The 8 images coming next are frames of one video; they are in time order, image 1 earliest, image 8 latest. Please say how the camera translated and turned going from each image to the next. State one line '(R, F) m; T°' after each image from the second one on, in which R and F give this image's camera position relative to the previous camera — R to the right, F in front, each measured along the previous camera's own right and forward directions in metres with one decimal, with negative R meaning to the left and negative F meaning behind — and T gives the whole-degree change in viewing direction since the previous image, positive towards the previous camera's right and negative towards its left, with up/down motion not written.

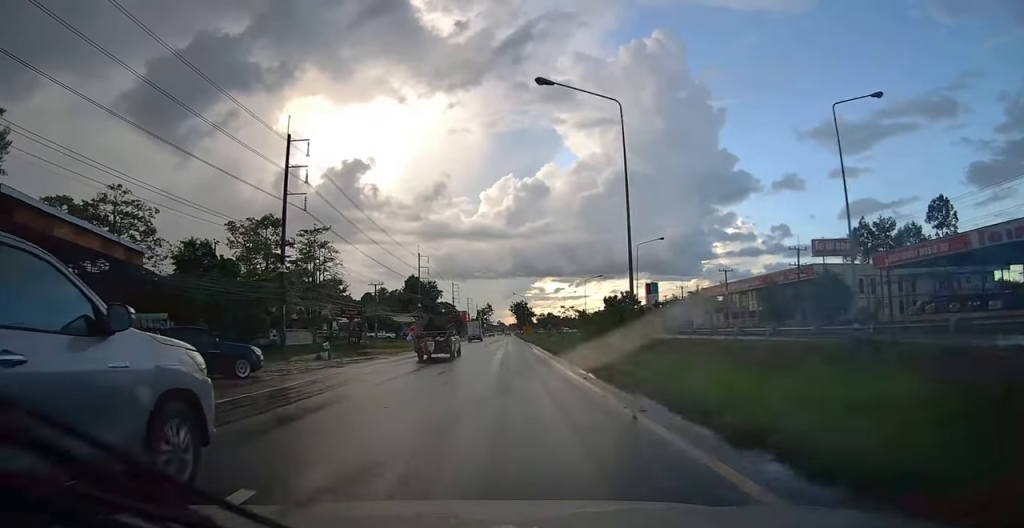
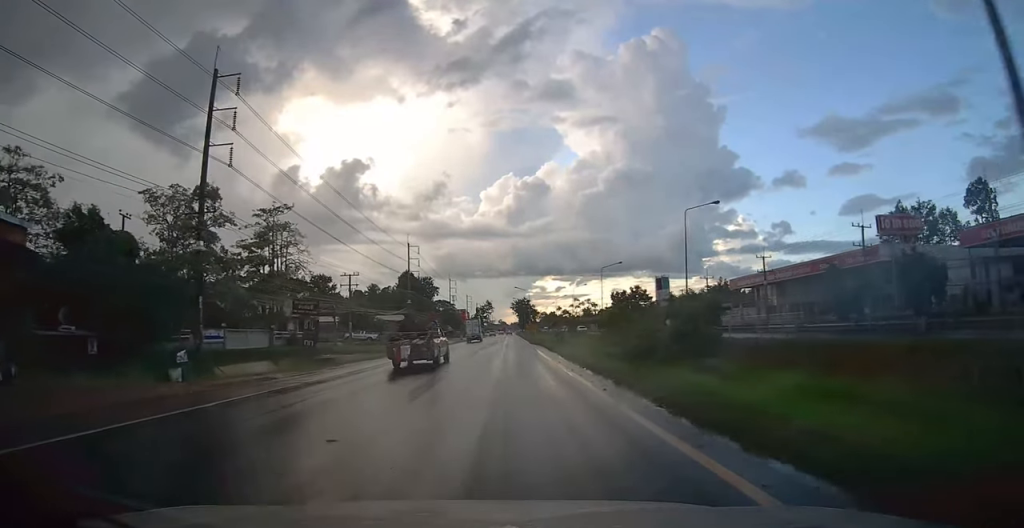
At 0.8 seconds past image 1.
(0.0, +14.6) m; 0°
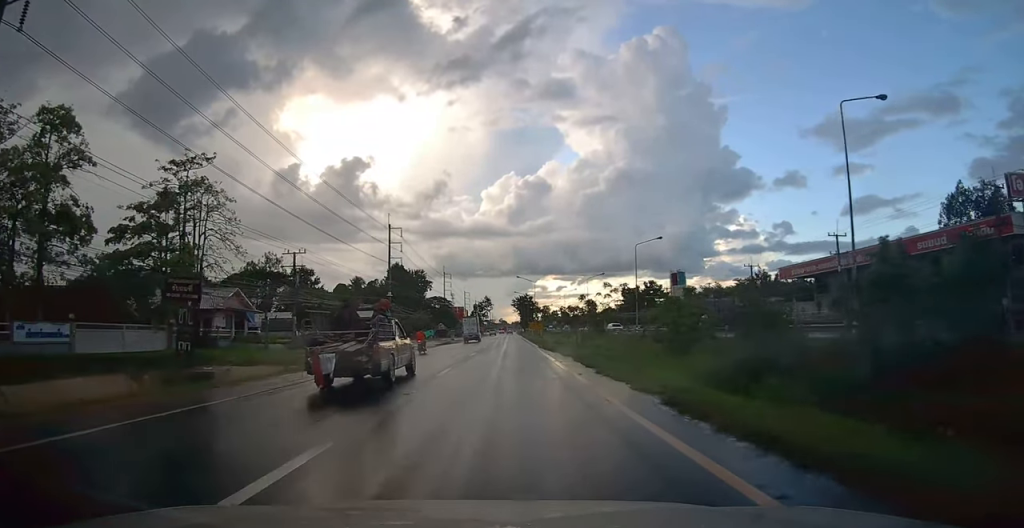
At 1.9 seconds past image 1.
(-0.1, +19.5) m; 0°
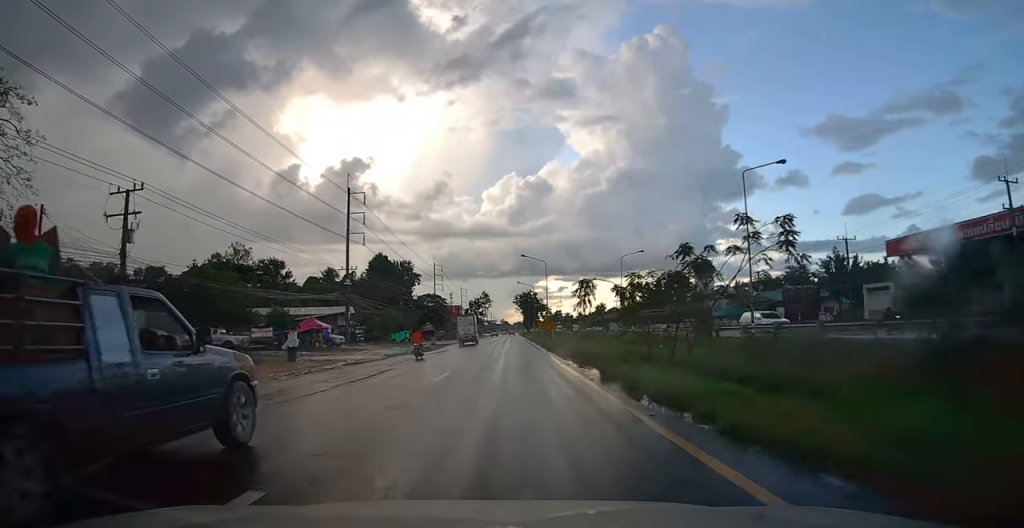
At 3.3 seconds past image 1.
(-0.1, +25.7) m; 0°
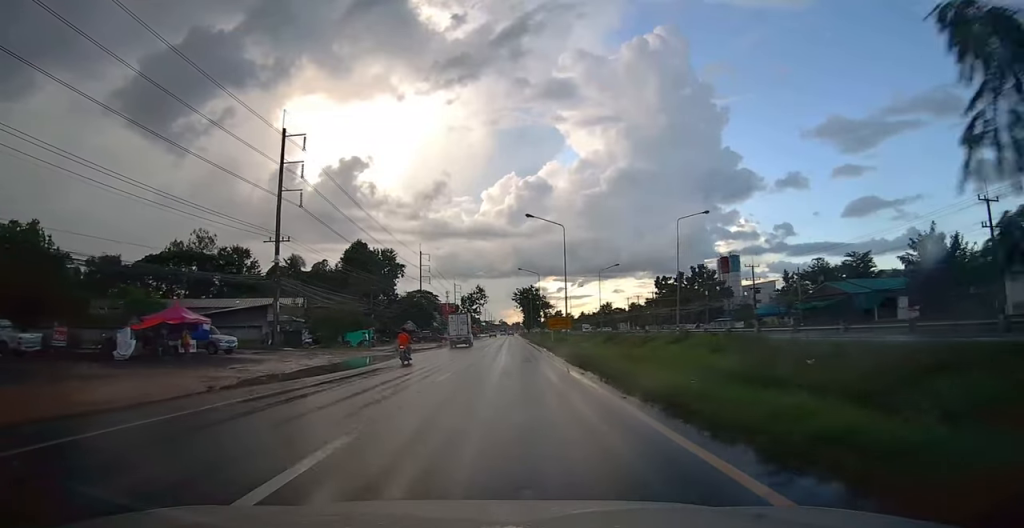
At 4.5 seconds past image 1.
(+0.1, +22.0) m; 0°
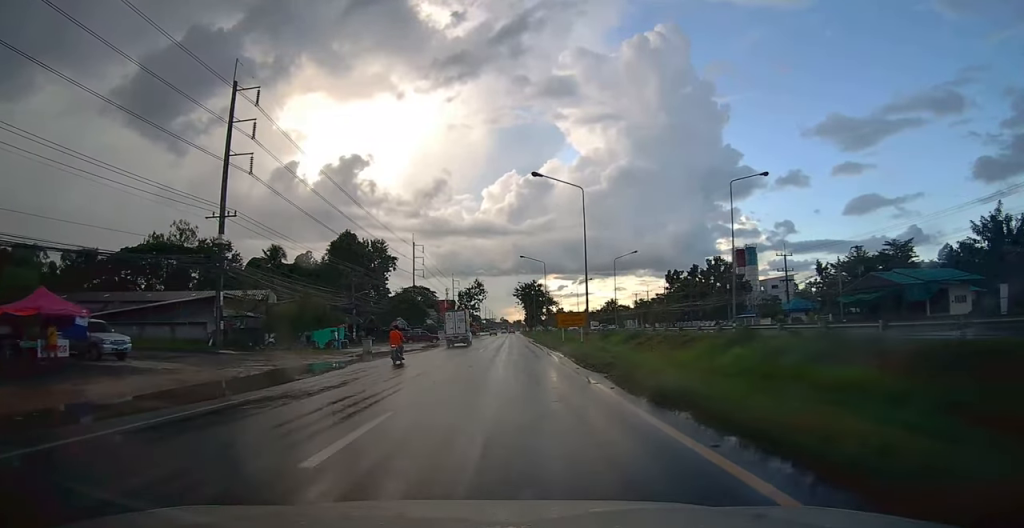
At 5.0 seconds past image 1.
(-0.1, +10.3) m; 0°
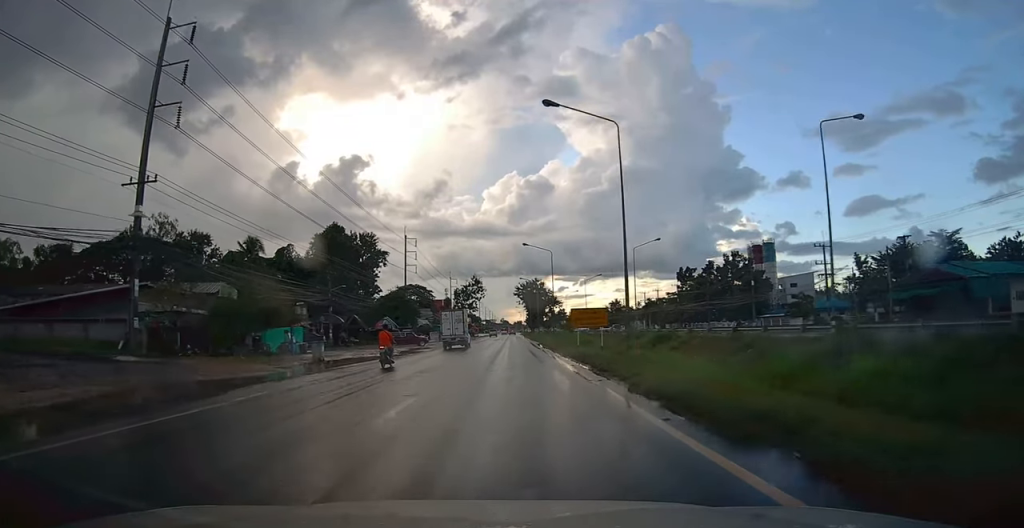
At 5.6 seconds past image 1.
(0.0, +10.0) m; 0°
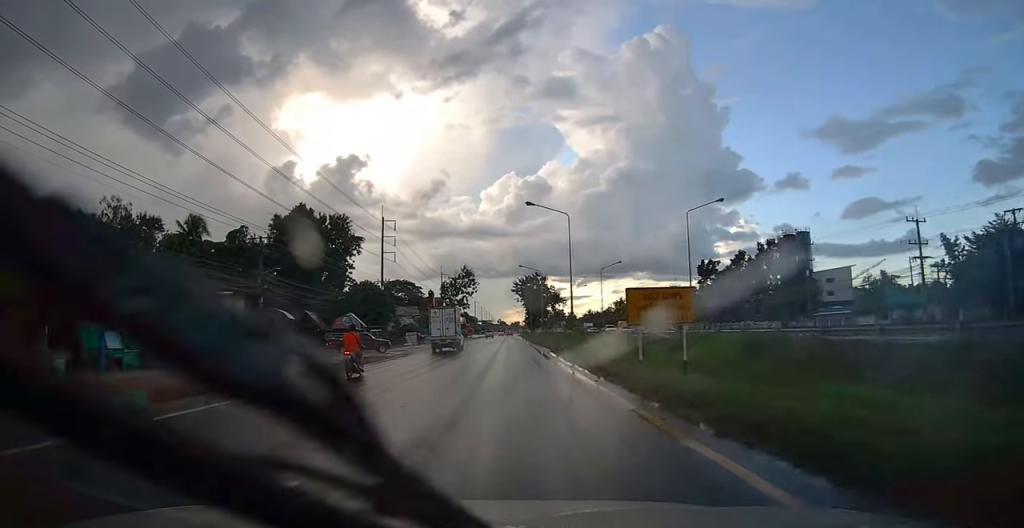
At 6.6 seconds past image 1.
(+0.1, +17.7) m; 0°
